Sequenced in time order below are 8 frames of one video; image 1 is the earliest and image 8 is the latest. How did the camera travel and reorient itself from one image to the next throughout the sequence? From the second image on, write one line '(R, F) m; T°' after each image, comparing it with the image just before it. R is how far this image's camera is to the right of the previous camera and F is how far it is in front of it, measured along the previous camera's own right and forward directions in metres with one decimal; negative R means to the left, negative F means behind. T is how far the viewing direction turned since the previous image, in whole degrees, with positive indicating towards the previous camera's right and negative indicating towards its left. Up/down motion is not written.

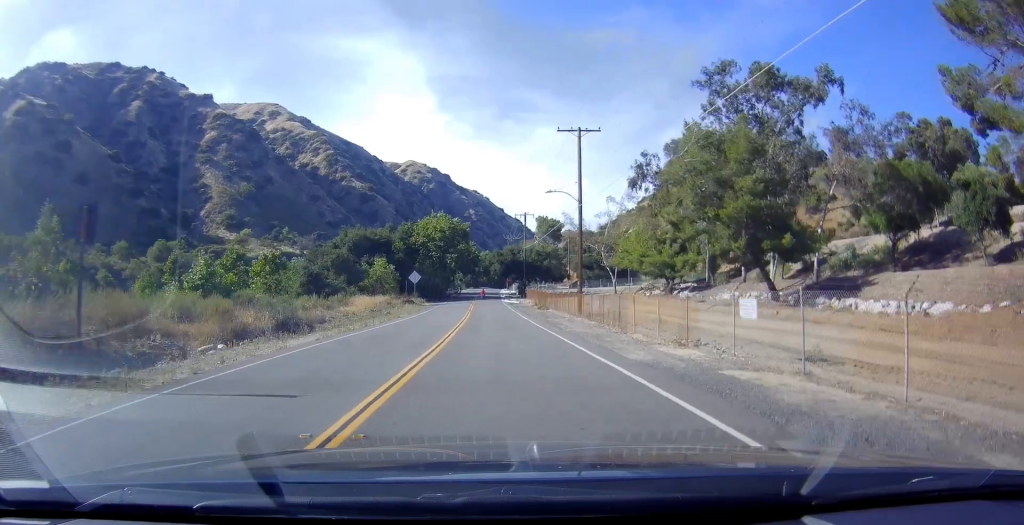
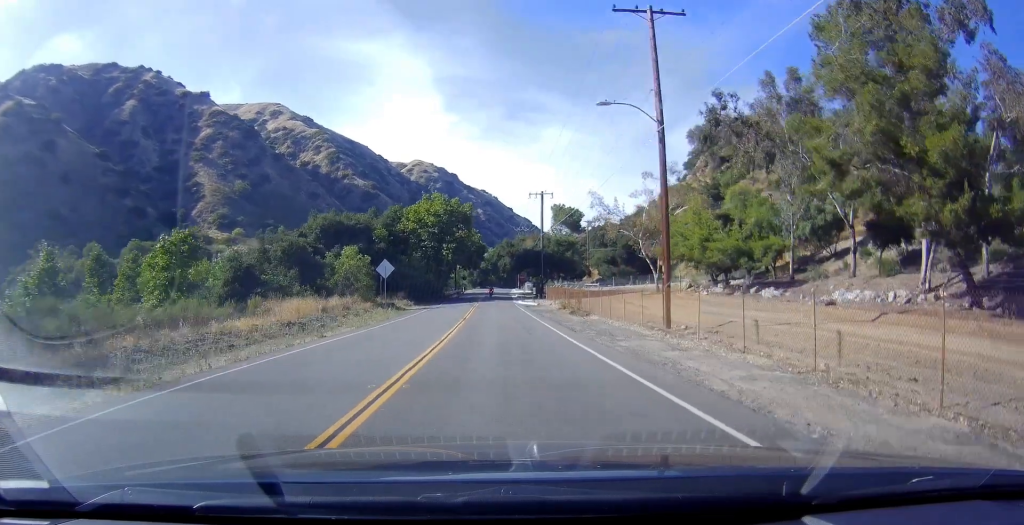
(0.0, +20.2) m; 0°
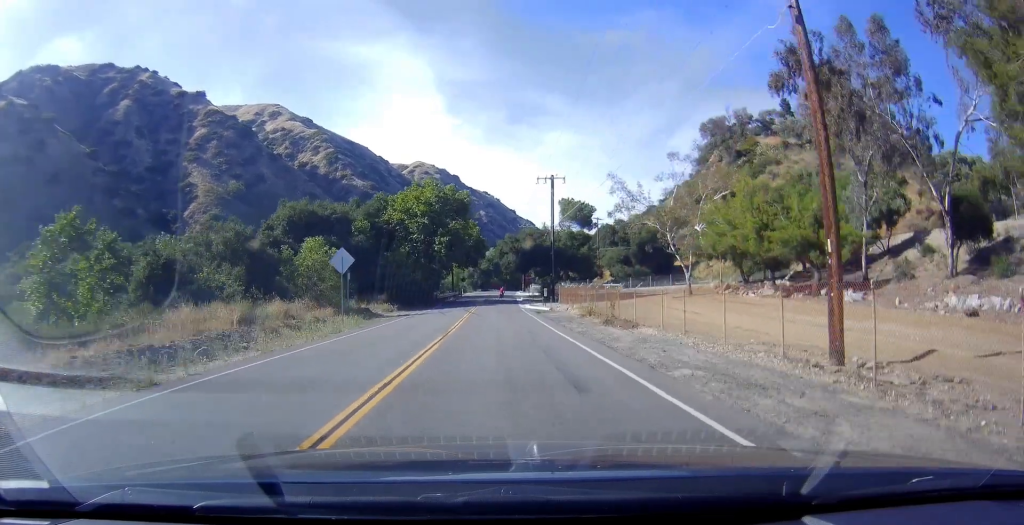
(0.0, +11.4) m; 0°
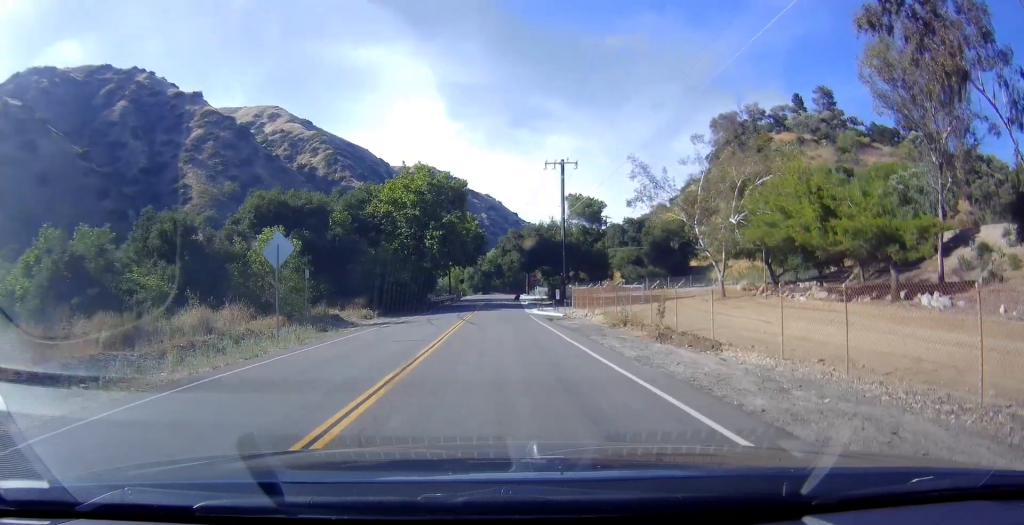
(0.0, +9.5) m; 0°
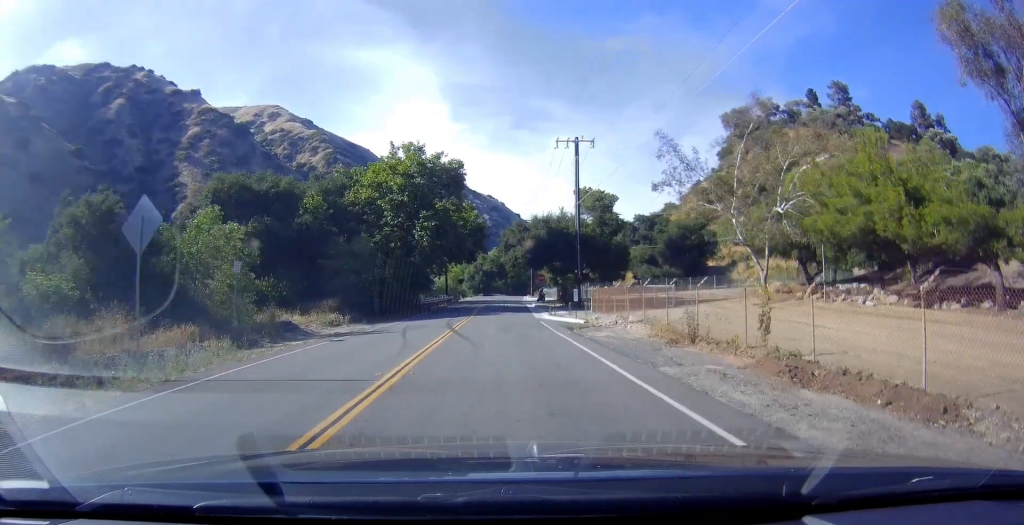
(0.0, +8.9) m; 0°
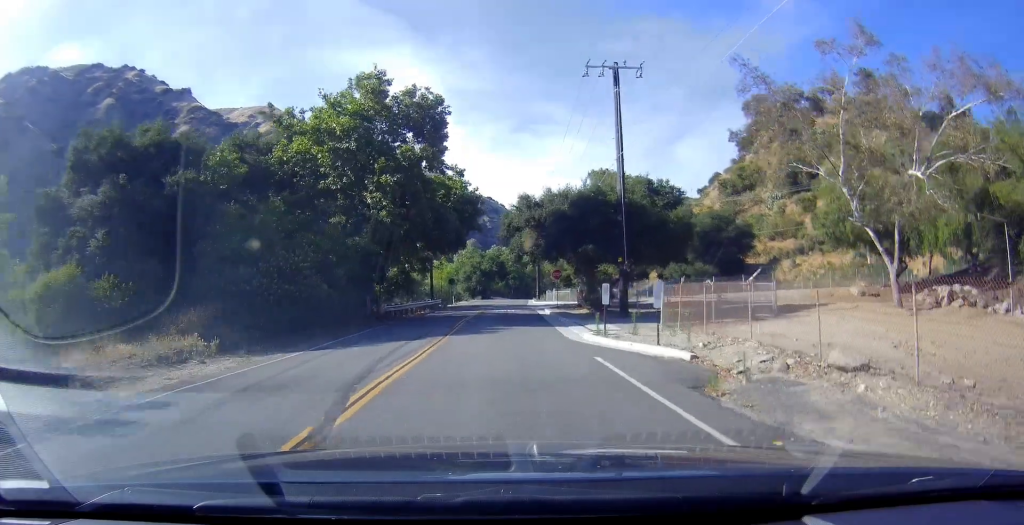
(0.0, +15.9) m; 0°
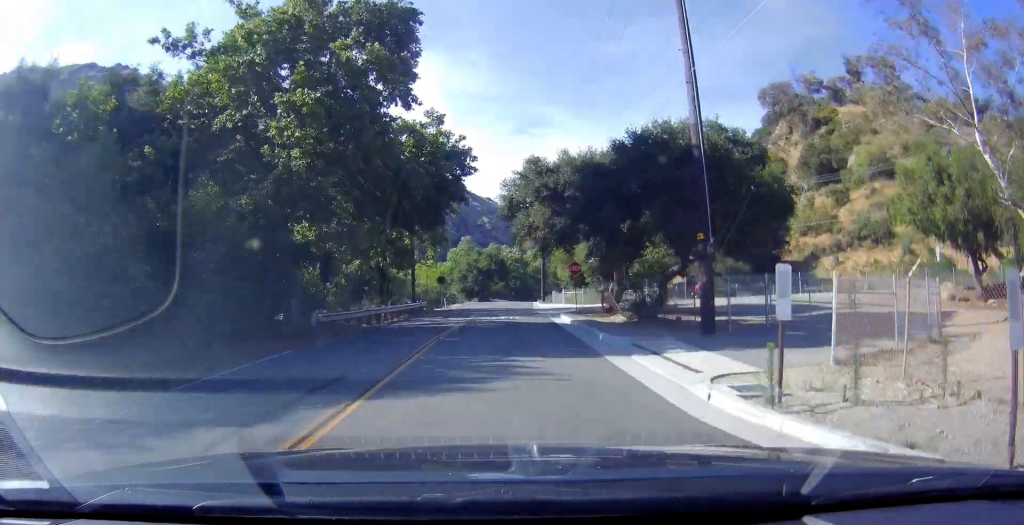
(0.0, +11.5) m; 0°
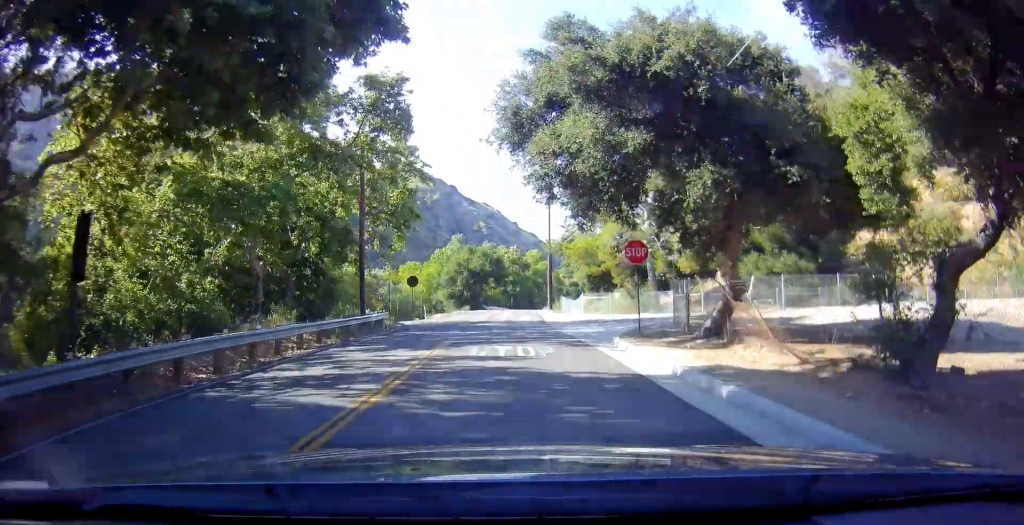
(+0.1, +16.5) m; +1°
